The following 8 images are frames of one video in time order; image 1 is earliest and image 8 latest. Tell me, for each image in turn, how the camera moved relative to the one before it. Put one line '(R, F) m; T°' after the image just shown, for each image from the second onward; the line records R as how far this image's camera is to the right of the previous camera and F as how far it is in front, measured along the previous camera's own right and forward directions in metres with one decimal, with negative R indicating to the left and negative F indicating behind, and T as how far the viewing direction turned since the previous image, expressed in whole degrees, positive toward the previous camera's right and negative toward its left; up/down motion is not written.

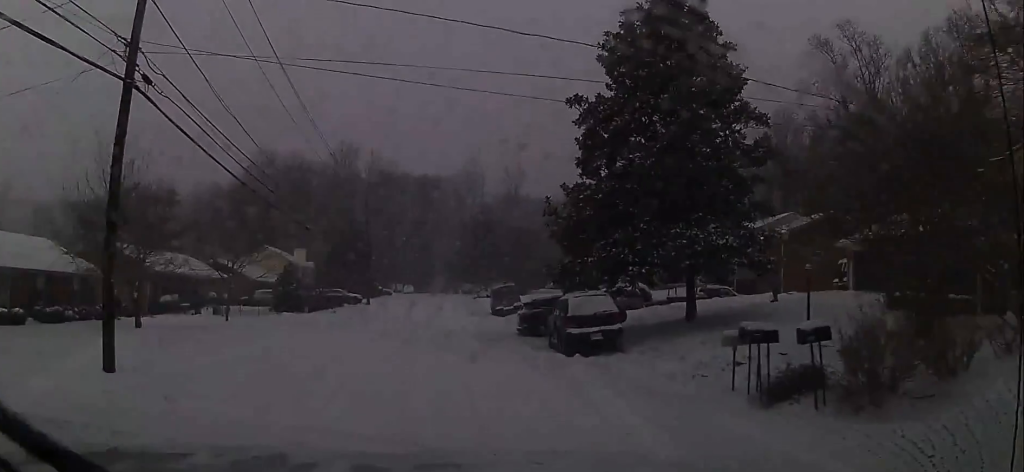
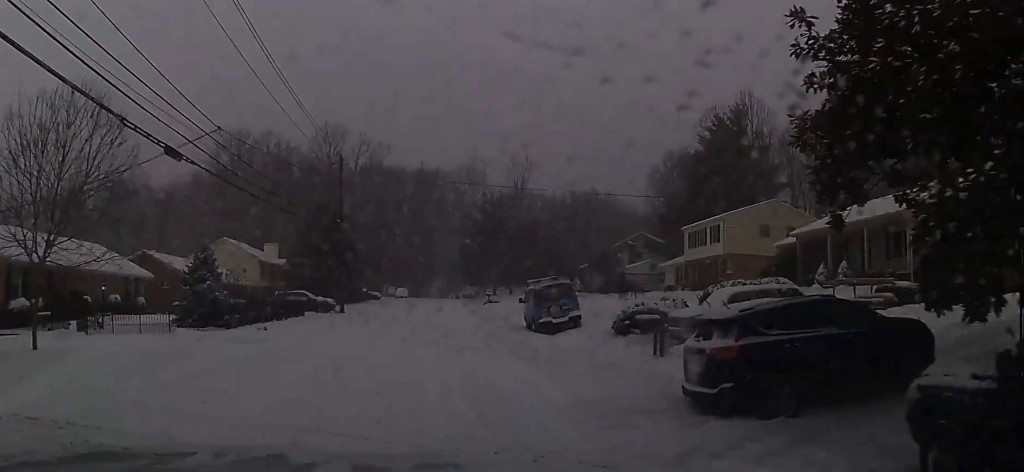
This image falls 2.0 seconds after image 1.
(+0.2, +18.6) m; 0°
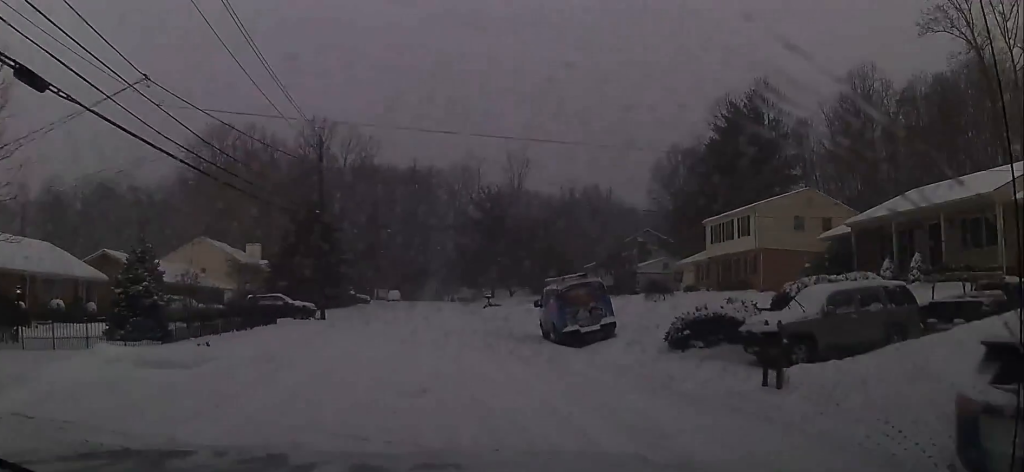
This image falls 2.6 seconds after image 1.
(-0.3, +6.2) m; 0°
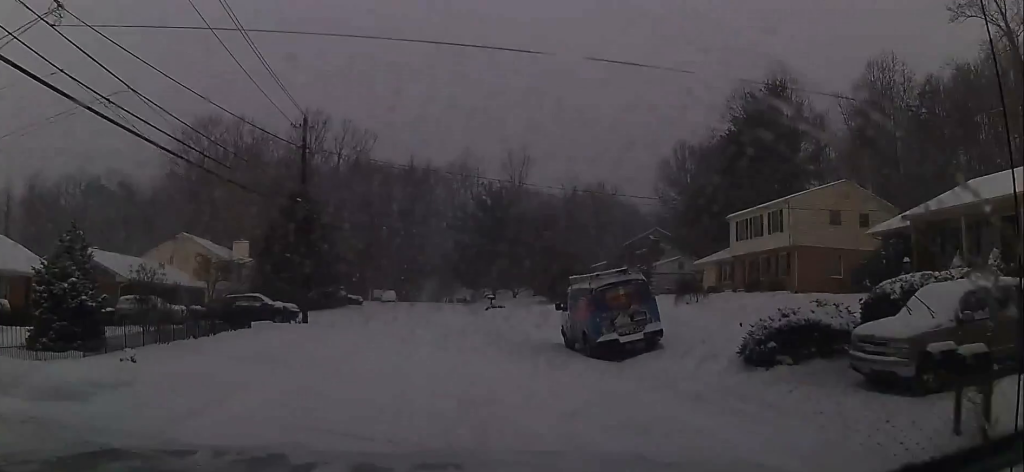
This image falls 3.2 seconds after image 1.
(0.0, +4.9) m; +1°
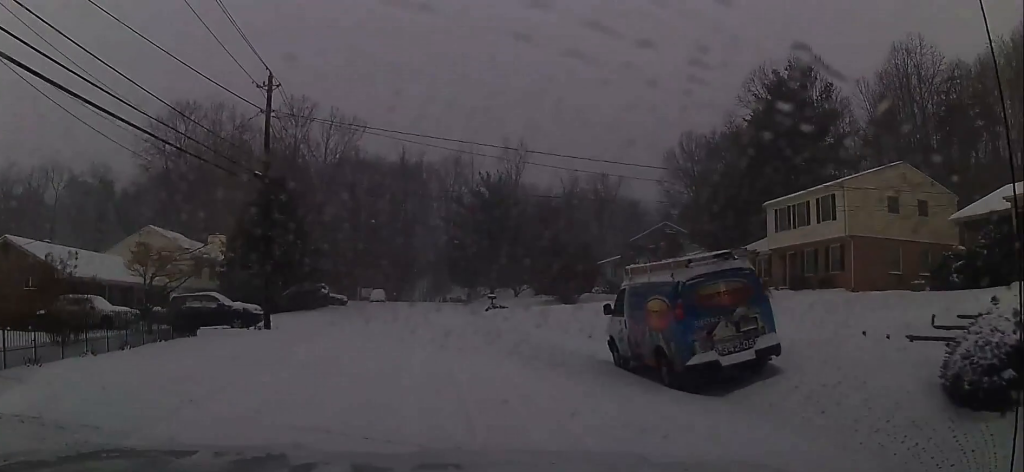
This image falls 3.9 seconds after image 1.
(+0.2, +6.6) m; +2°
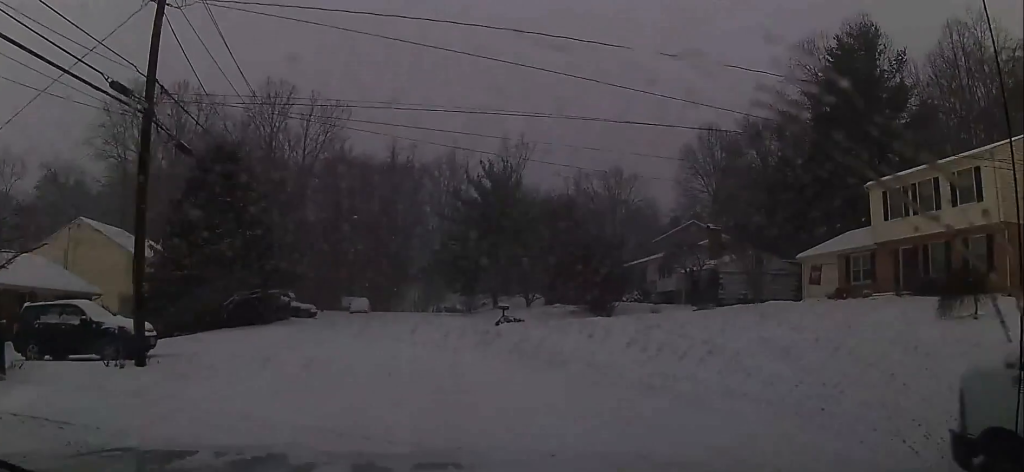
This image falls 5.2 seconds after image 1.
(-0.2, +11.7) m; -2°
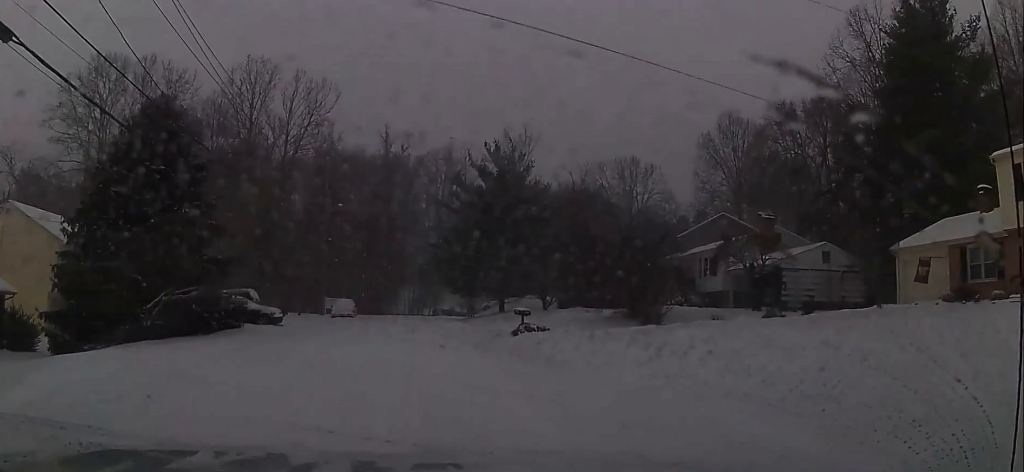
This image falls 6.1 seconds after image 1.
(-0.1, +9.1) m; +2°
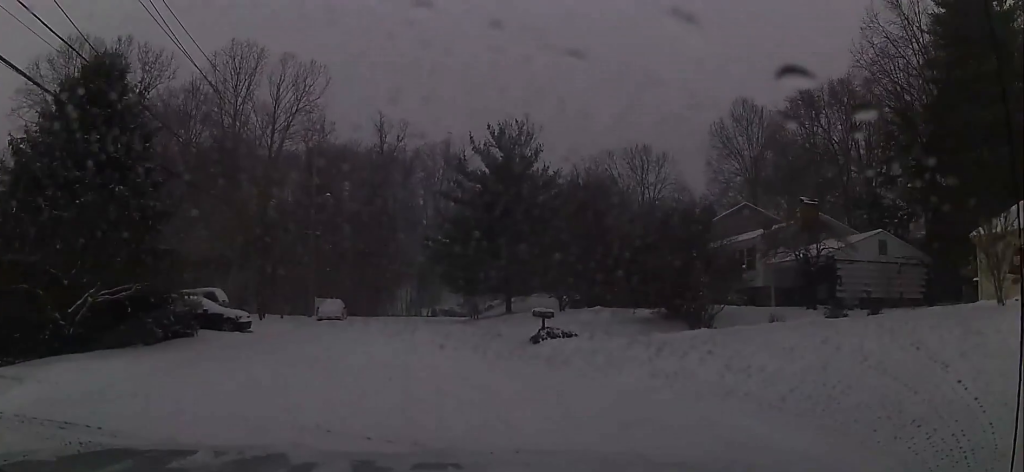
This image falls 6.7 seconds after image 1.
(+0.5, +5.7) m; 0°
